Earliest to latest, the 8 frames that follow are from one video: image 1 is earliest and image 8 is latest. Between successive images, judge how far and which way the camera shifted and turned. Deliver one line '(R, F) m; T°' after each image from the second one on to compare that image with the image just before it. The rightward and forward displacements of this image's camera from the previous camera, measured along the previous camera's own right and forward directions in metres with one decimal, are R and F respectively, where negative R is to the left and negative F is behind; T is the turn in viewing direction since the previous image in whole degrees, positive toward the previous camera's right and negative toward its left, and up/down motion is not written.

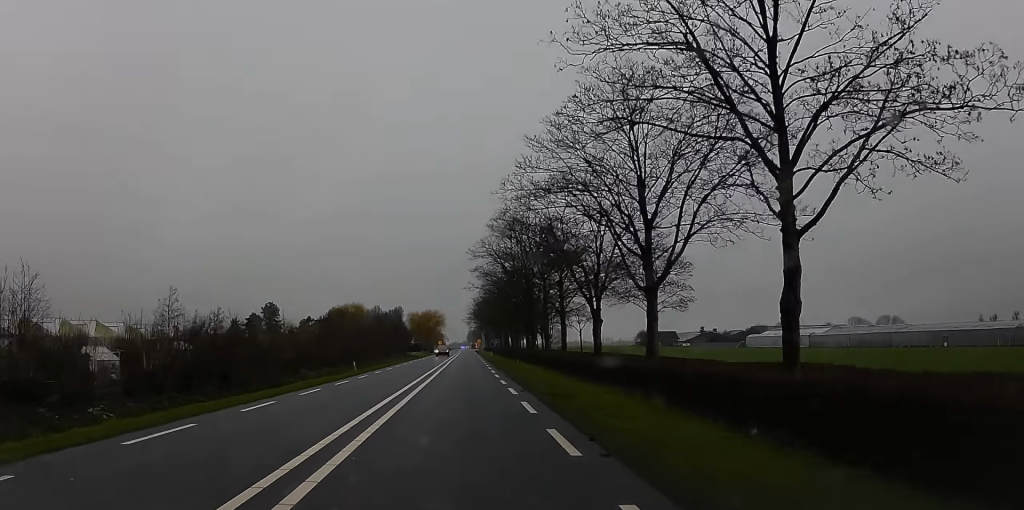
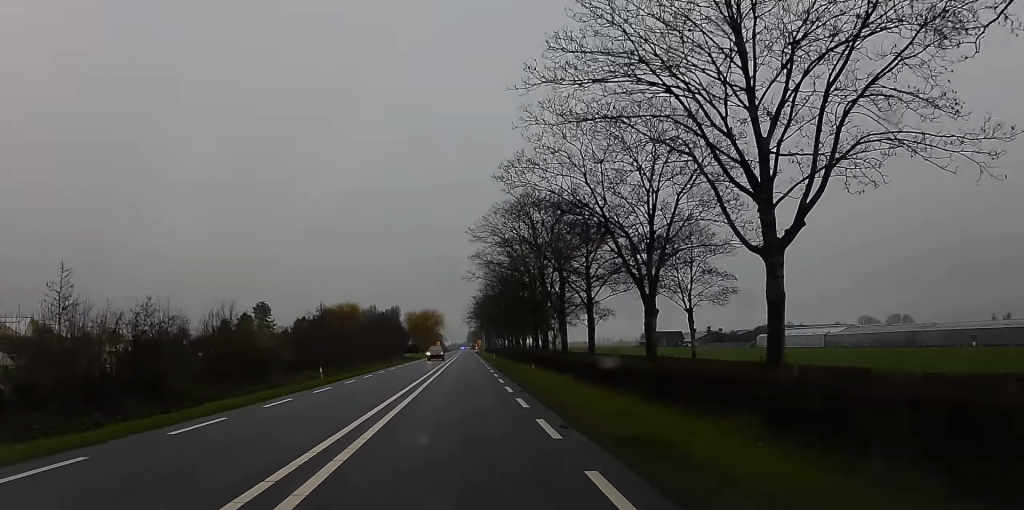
(+0.3, +10.1) m; -2°
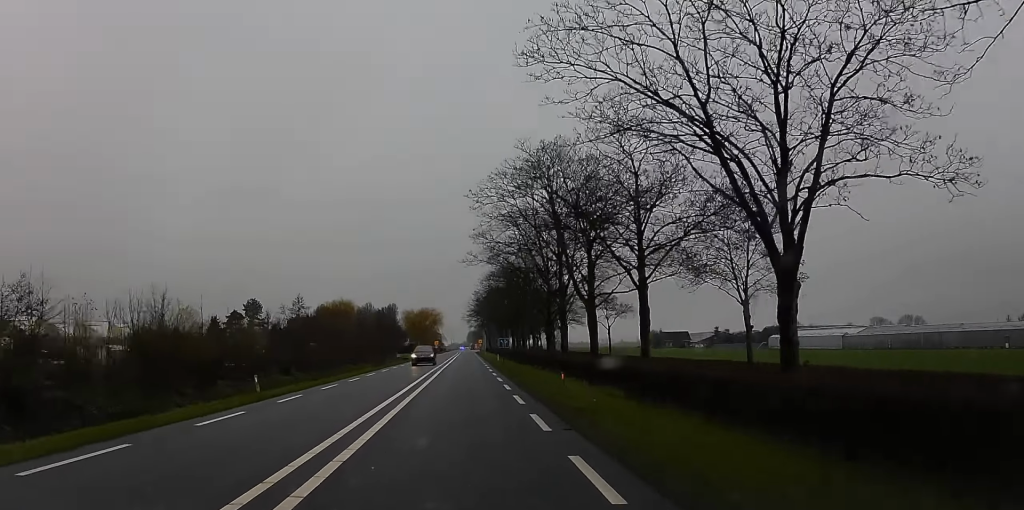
(-0.9, +10.8) m; 0°
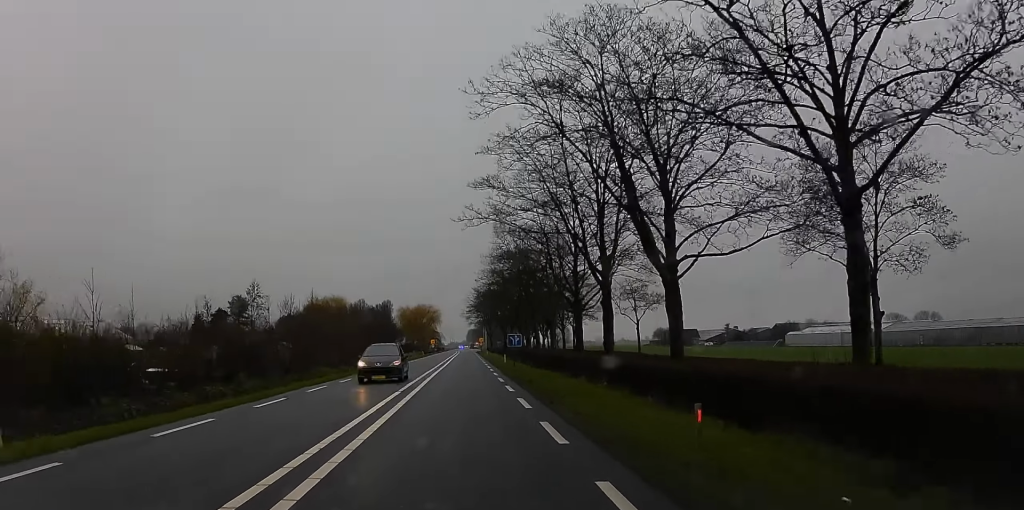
(+0.2, +14.0) m; +2°
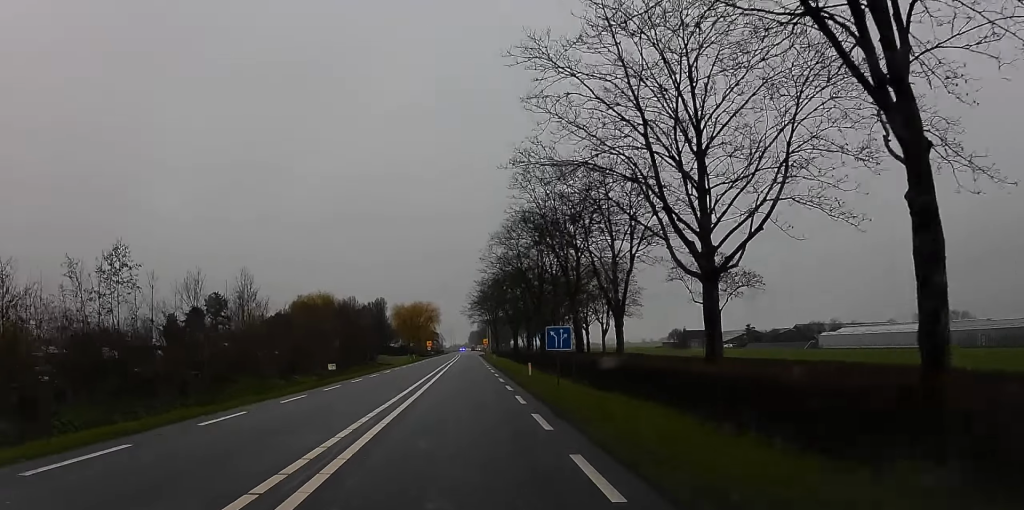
(+0.9, +21.3) m; -2°
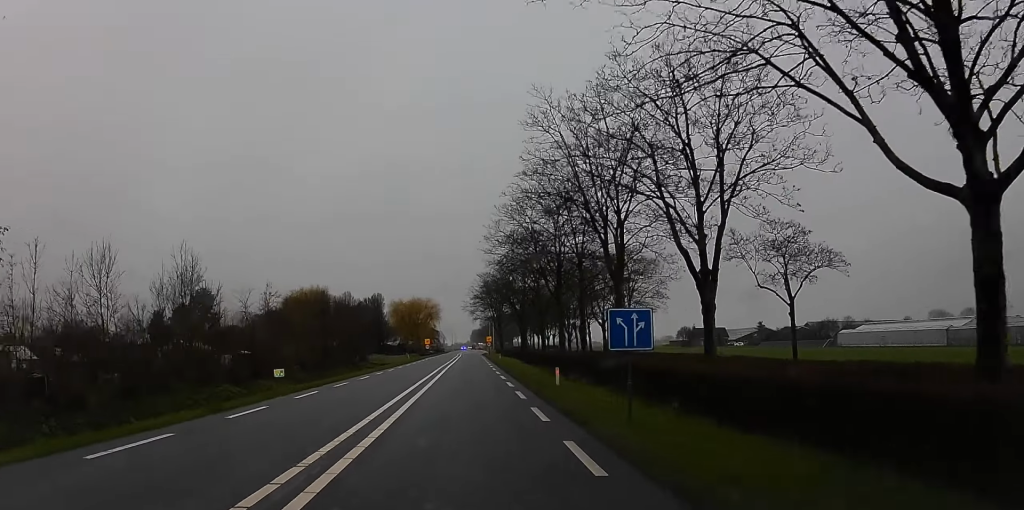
(-0.6, +10.6) m; -1°
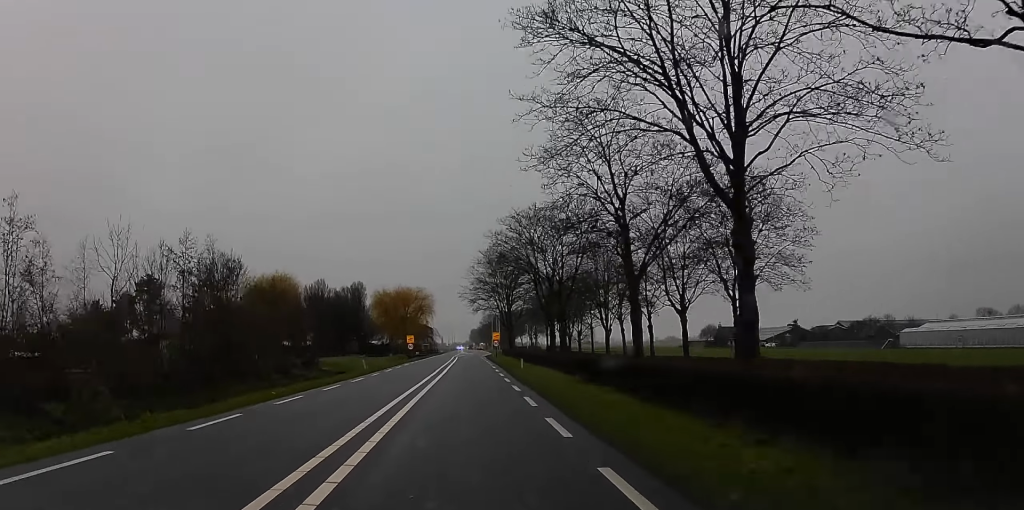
(+1.2, +31.7) m; +5°
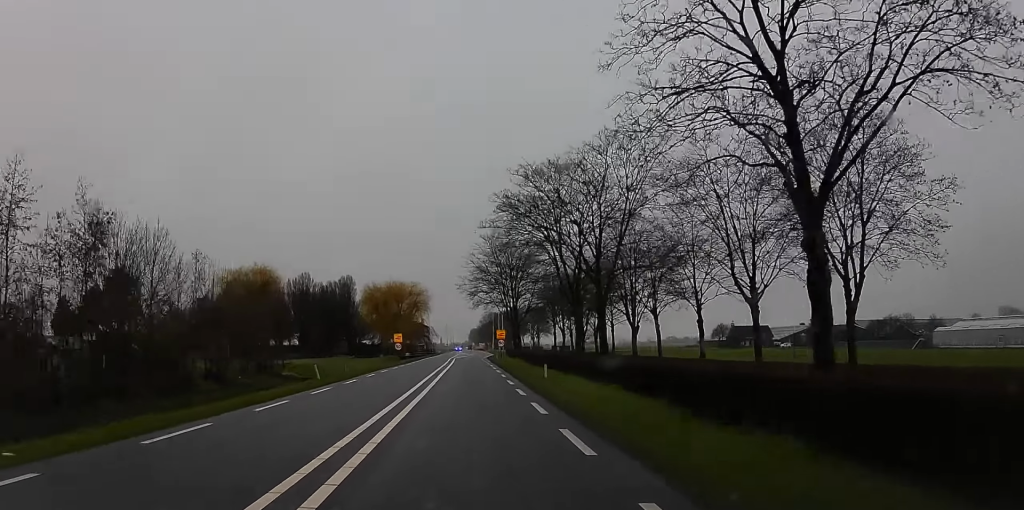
(-0.1, +13.8) m; 0°
